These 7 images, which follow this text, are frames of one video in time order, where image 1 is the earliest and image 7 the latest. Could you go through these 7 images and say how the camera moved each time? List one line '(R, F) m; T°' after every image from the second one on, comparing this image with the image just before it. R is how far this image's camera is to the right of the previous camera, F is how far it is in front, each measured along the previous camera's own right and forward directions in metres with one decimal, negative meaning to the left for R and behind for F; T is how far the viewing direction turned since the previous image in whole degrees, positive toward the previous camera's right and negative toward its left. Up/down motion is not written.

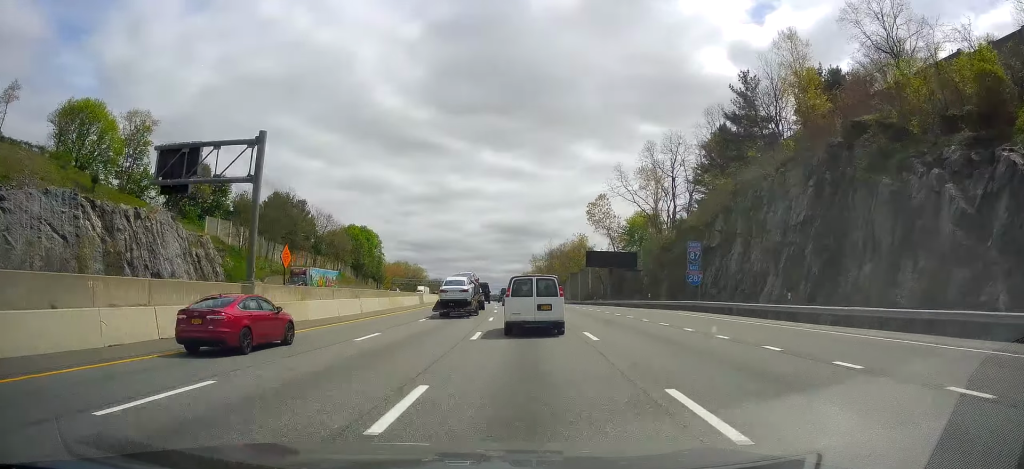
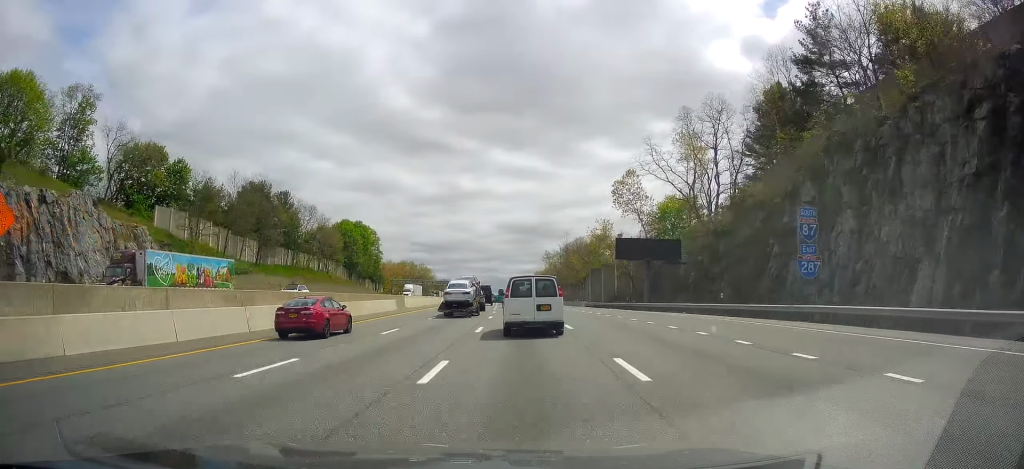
(-0.3, +20.2) m; -2°
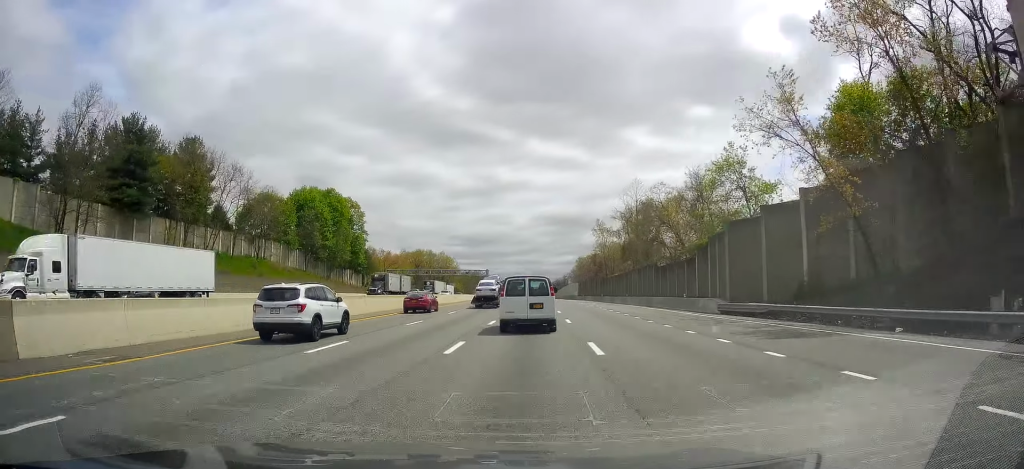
(-1.0, +58.1) m; -3°
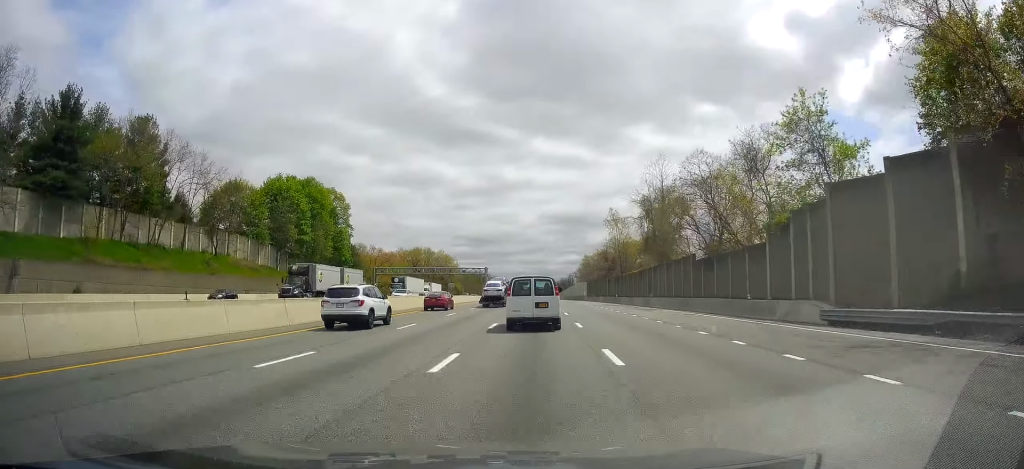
(-0.6, +15.2) m; -2°
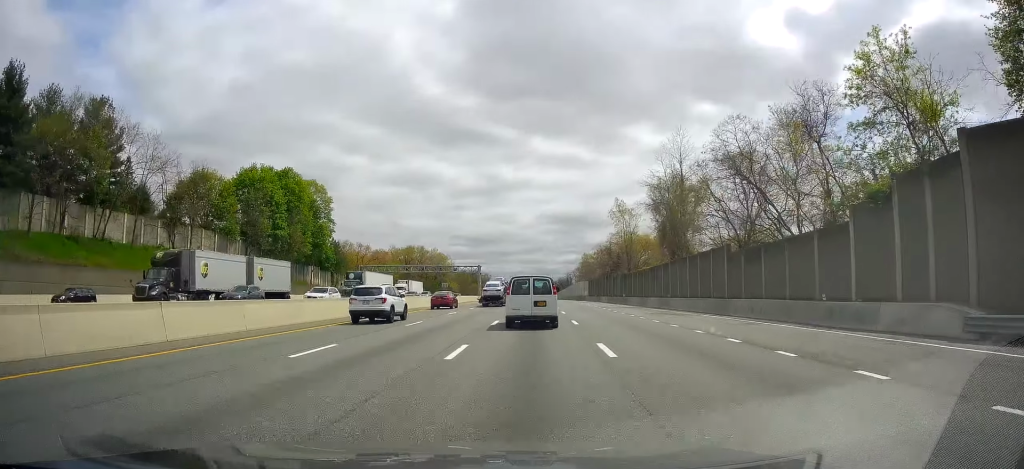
(-0.2, +10.7) m; -1°
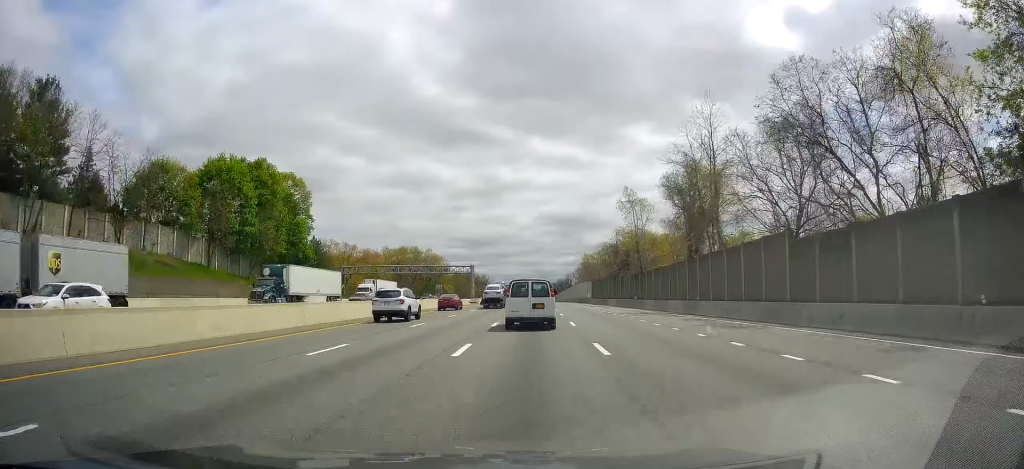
(0.0, +11.4) m; 0°
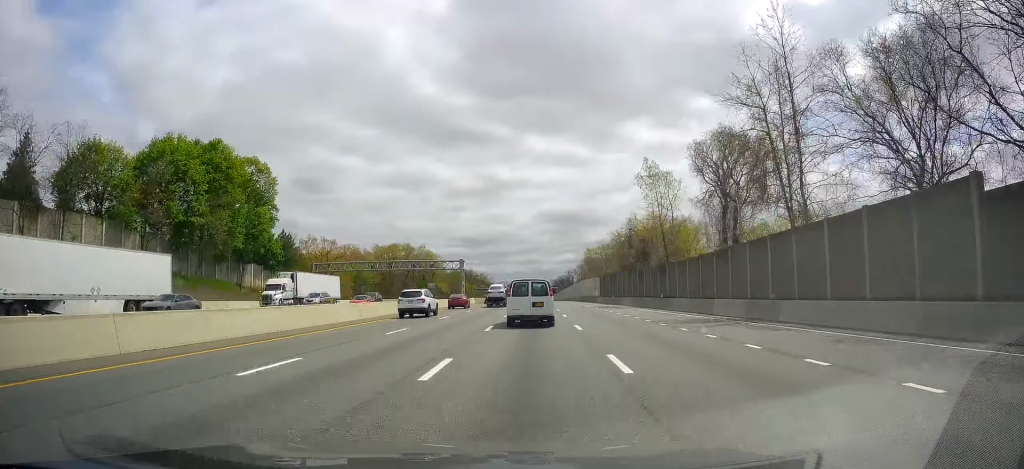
(0.0, +15.9) m; 0°
